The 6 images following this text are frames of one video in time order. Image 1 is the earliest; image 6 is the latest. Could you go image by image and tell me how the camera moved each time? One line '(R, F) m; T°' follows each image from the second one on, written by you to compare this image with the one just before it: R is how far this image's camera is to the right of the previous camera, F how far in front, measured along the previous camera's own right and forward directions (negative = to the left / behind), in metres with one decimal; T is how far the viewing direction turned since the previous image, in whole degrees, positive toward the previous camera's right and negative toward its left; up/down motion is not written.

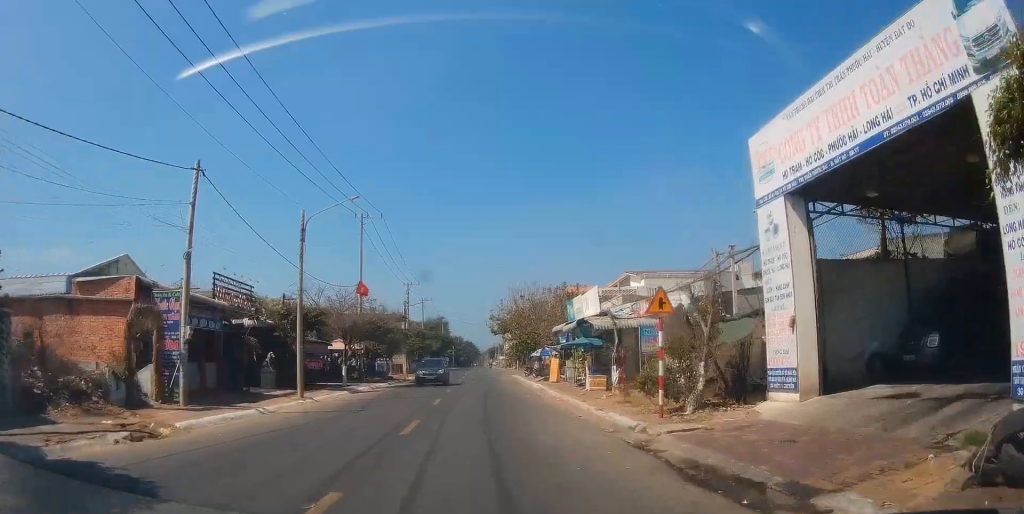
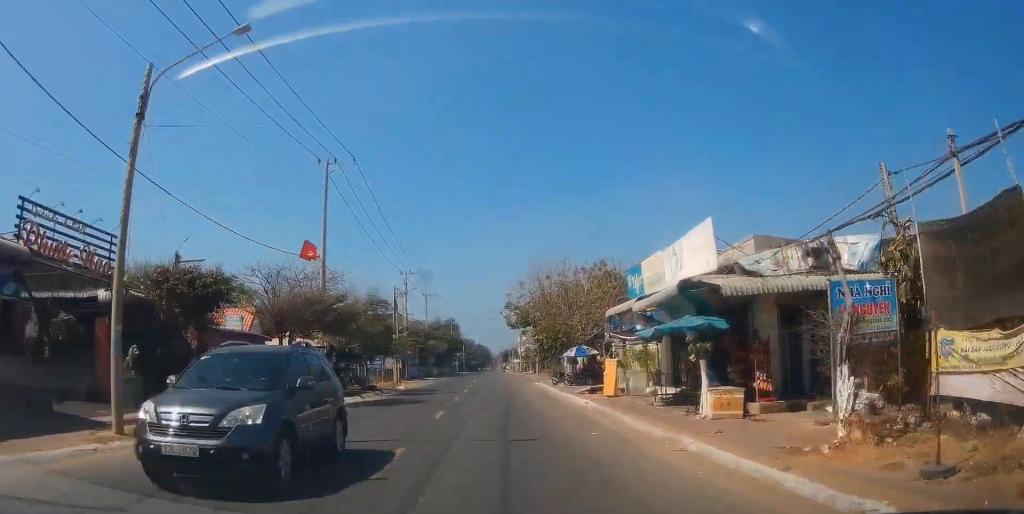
(-0.7, +14.5) m; -1°
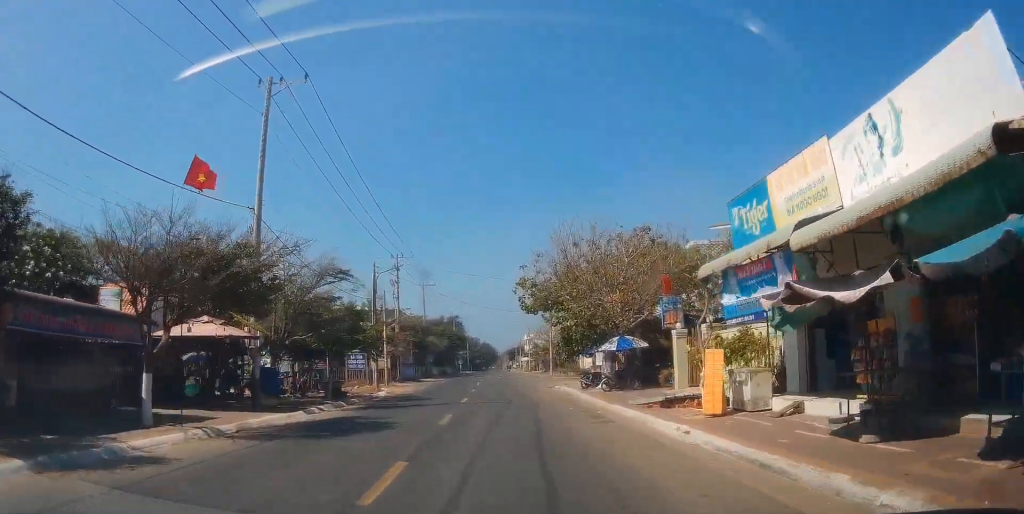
(+0.6, +10.8) m; +2°
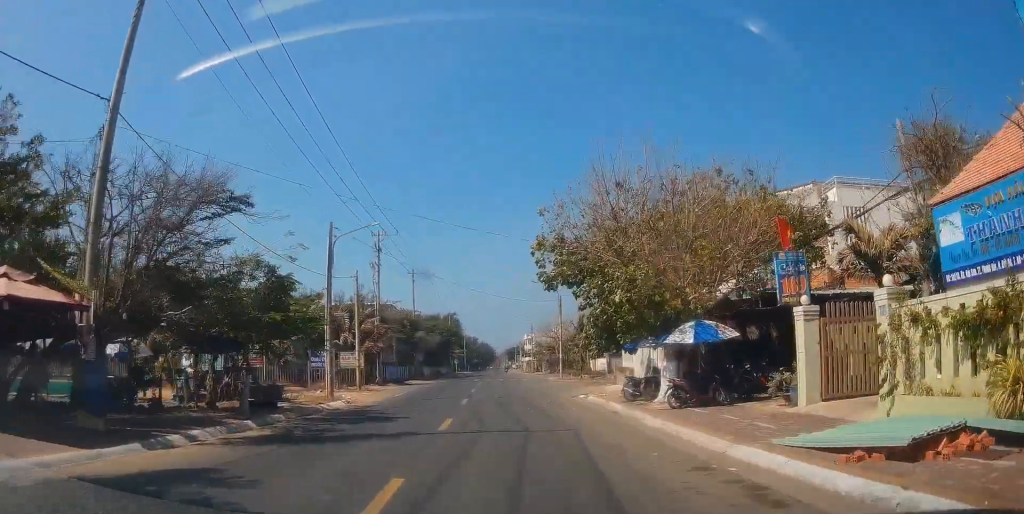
(-0.2, +10.7) m; -2°
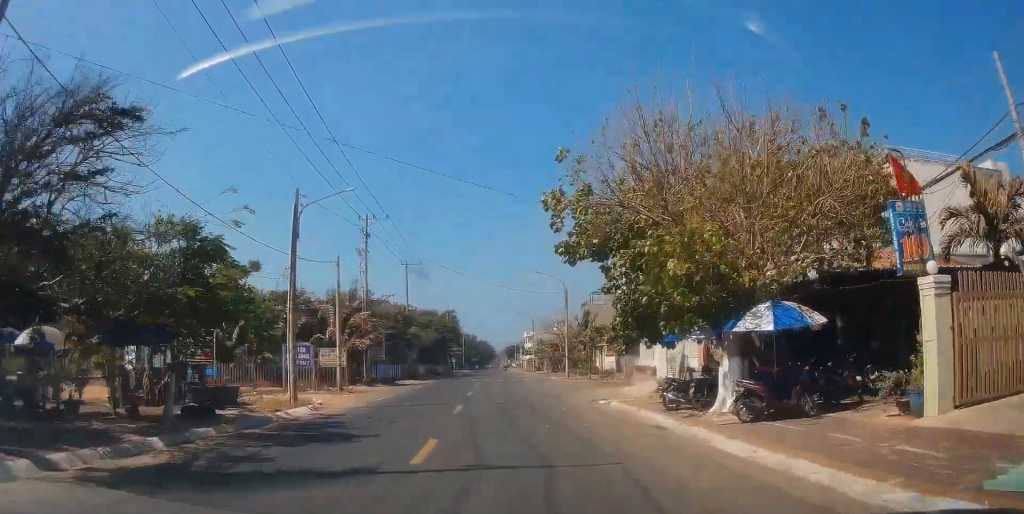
(-0.1, +4.8) m; -1°
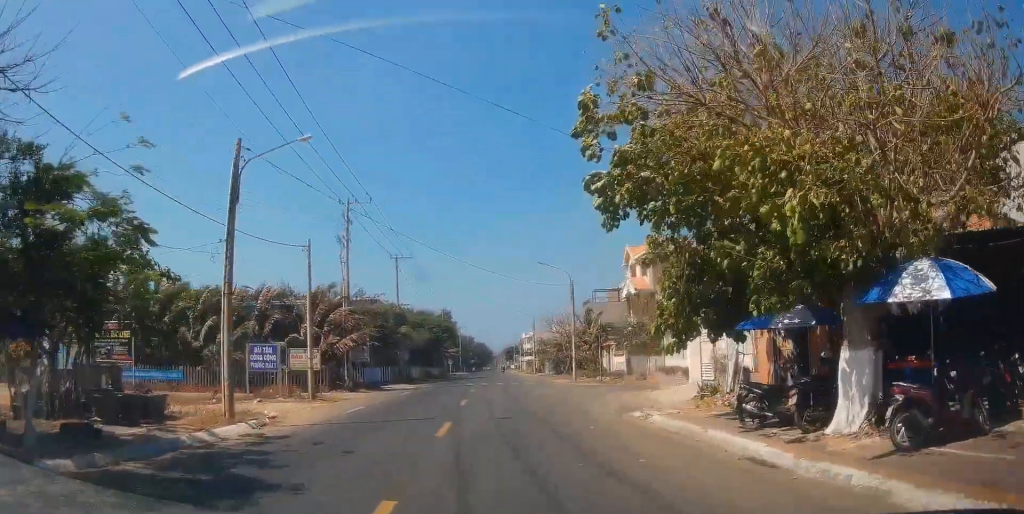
(0.0, +5.8) m; 0°
